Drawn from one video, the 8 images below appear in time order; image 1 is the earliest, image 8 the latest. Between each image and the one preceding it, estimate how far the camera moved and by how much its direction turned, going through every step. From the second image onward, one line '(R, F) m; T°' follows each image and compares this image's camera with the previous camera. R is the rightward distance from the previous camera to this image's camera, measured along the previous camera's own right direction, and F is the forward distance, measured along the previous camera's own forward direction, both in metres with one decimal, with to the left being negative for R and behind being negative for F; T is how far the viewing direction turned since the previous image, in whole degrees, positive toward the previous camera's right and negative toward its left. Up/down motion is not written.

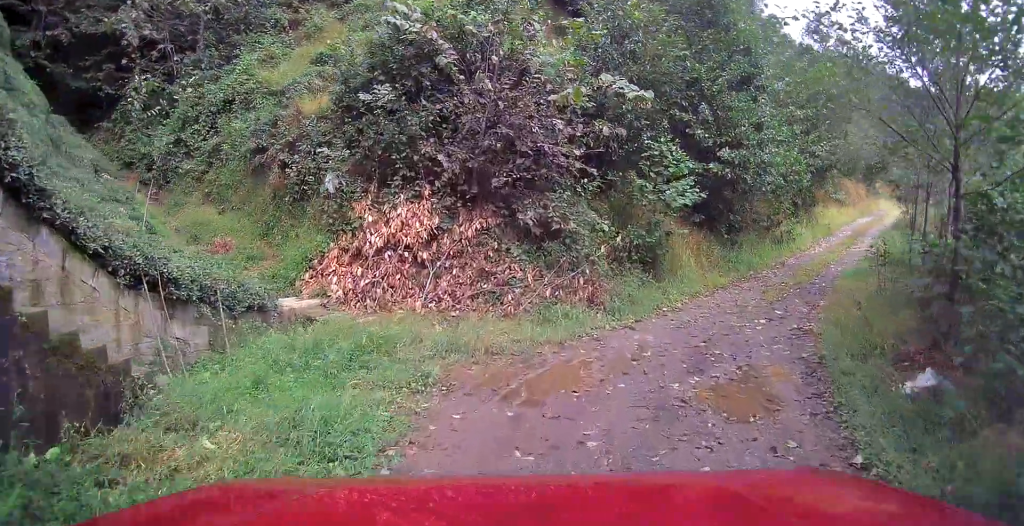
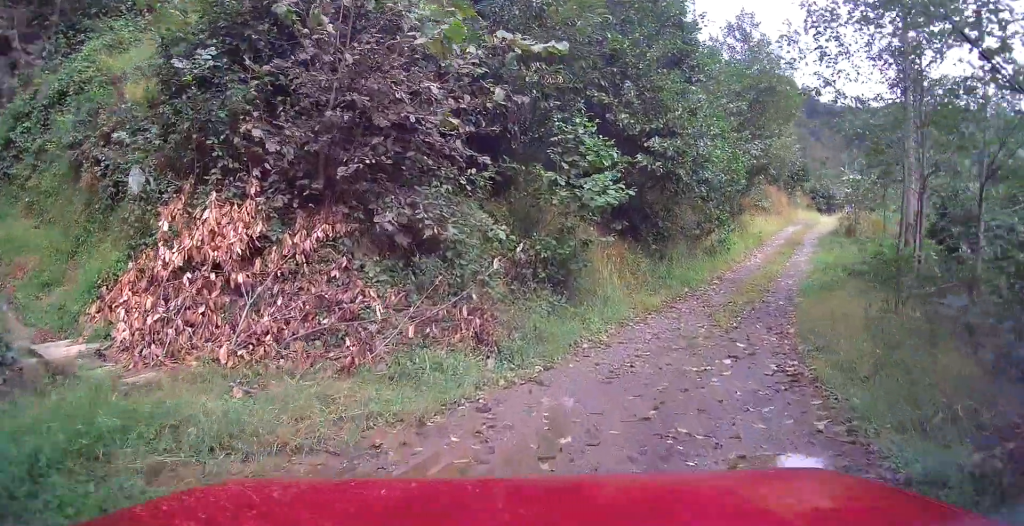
(+0.1, +2.9) m; +4°
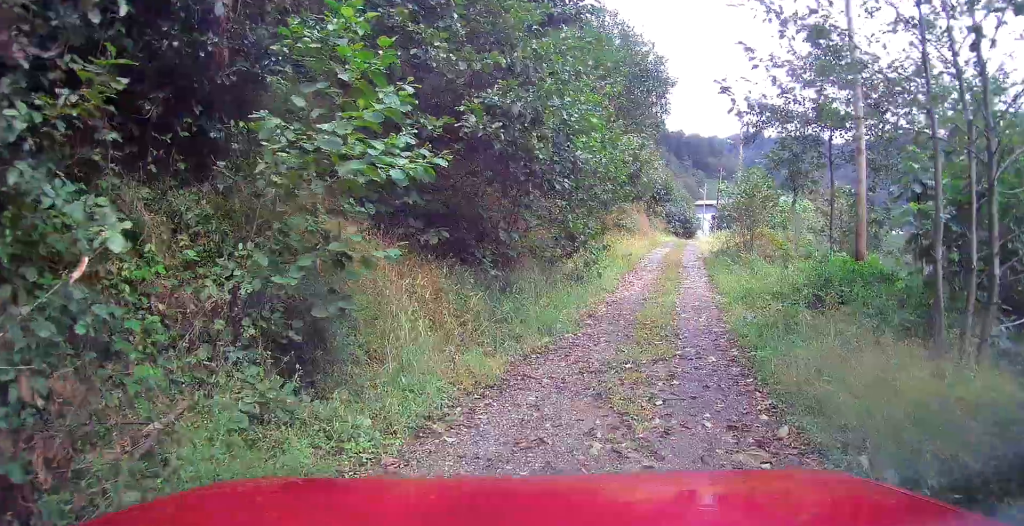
(+0.3, +4.7) m; +11°
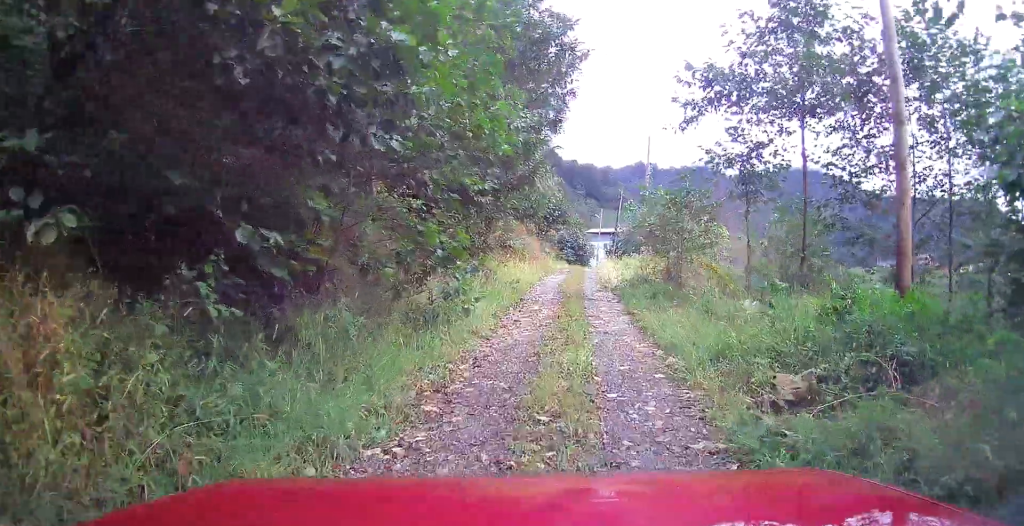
(+0.5, +4.5) m; +11°
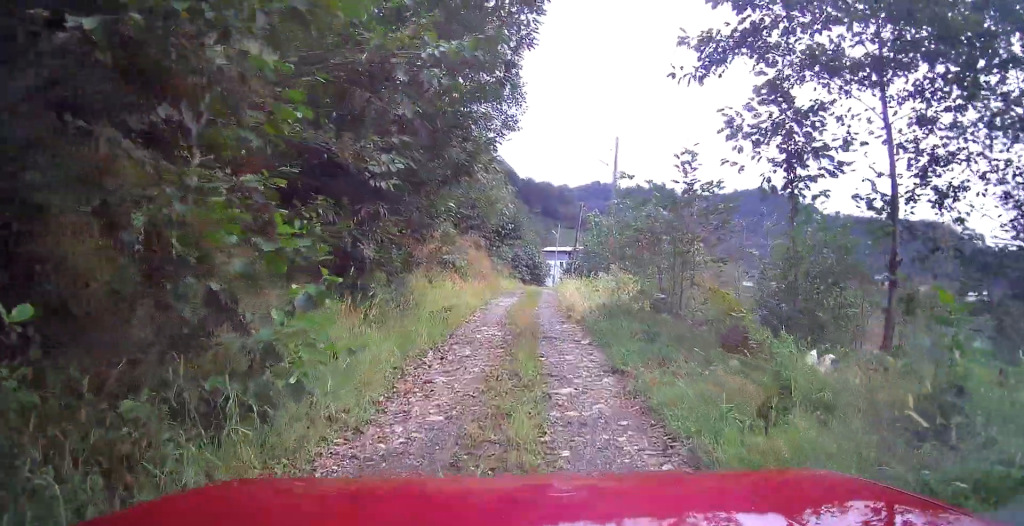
(+0.4, +4.2) m; +4°
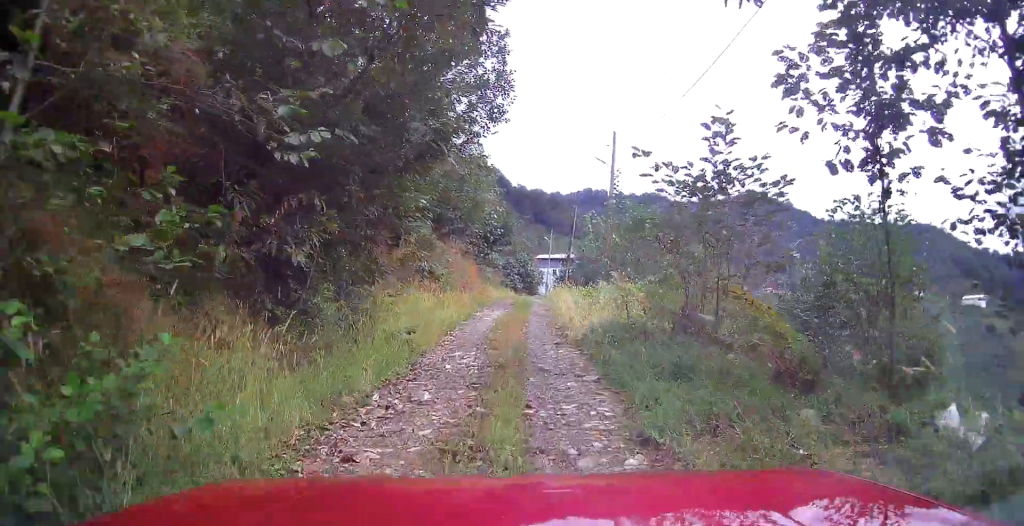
(-0.1, +2.5) m; -1°
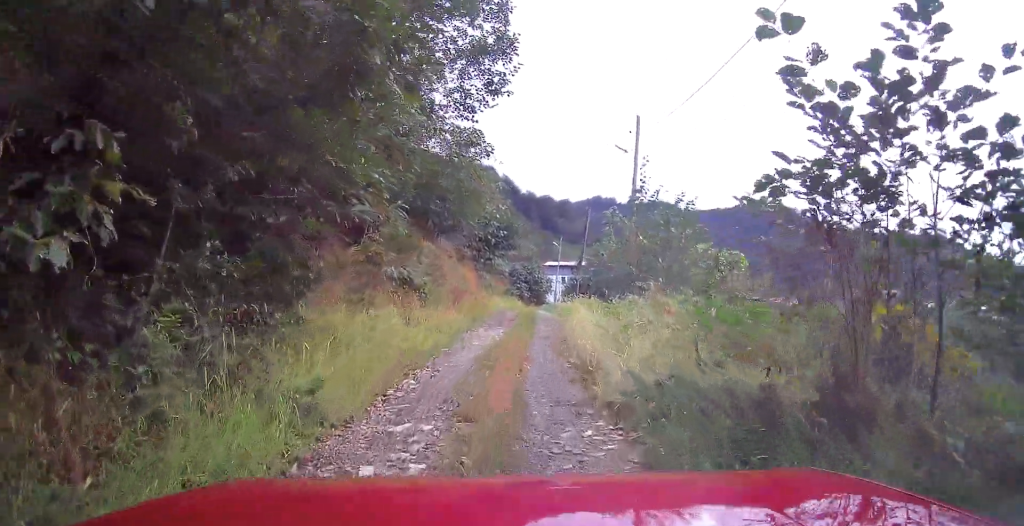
(-0.1, +4.3) m; -2°
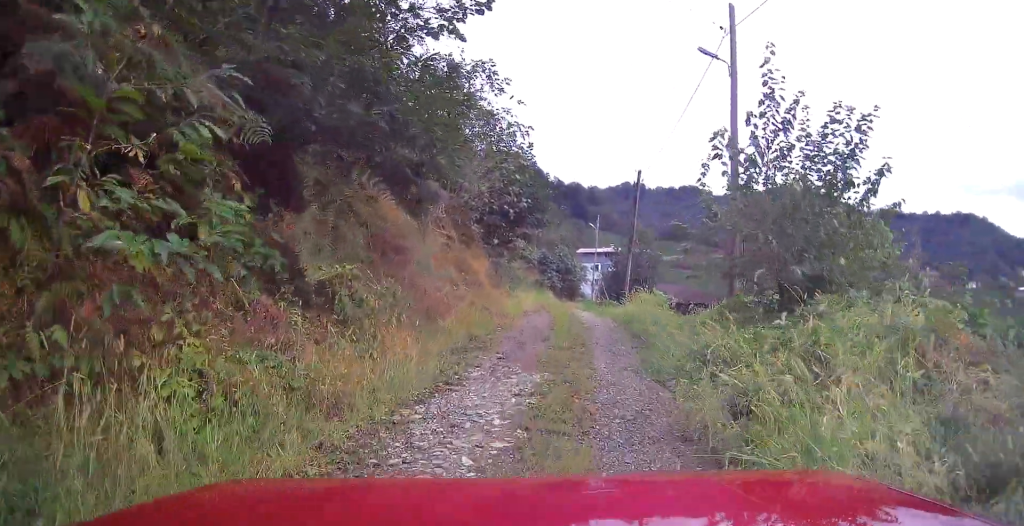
(-0.1, +9.0) m; +1°
